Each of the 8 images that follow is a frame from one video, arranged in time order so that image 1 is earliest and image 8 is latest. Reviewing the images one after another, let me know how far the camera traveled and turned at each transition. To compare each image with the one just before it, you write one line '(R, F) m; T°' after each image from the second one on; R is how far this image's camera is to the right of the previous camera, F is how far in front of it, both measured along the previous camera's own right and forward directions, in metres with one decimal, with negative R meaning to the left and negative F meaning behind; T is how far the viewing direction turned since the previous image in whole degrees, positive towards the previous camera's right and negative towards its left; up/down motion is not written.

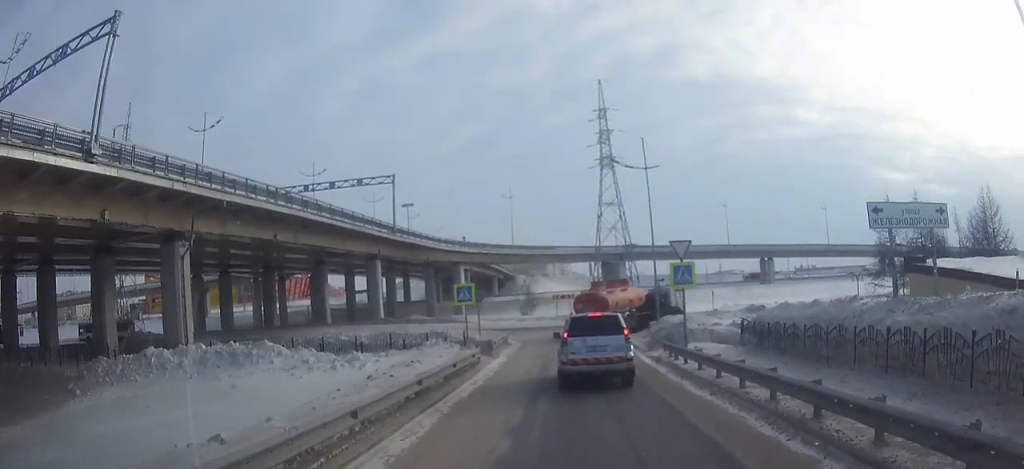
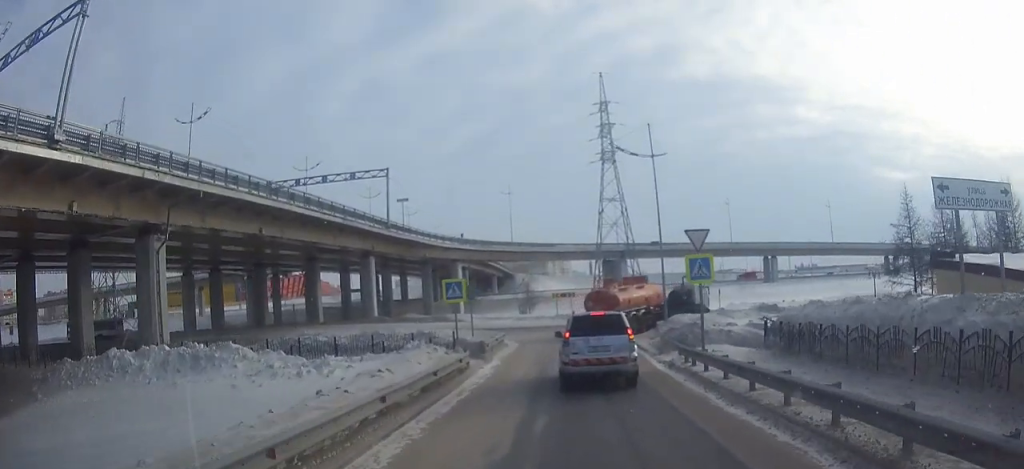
(0.0, +2.7) m; 0°
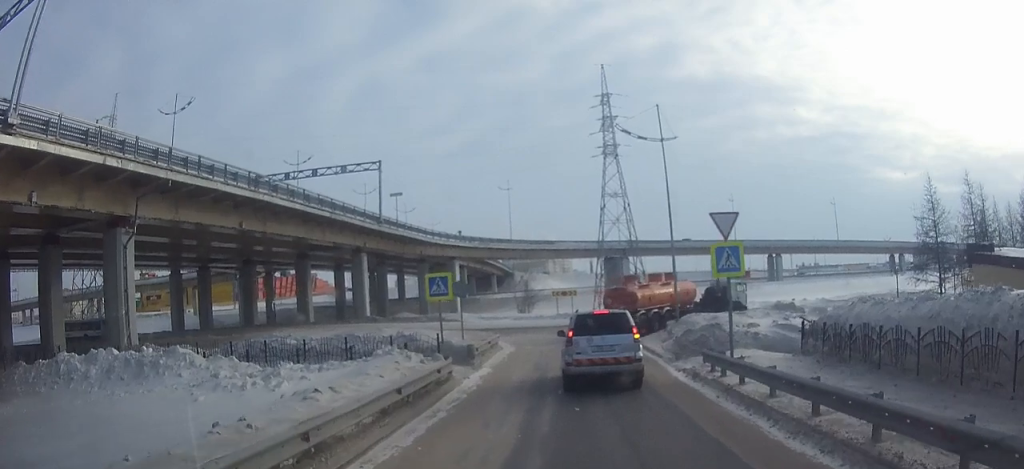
(0.0, +3.2) m; 0°
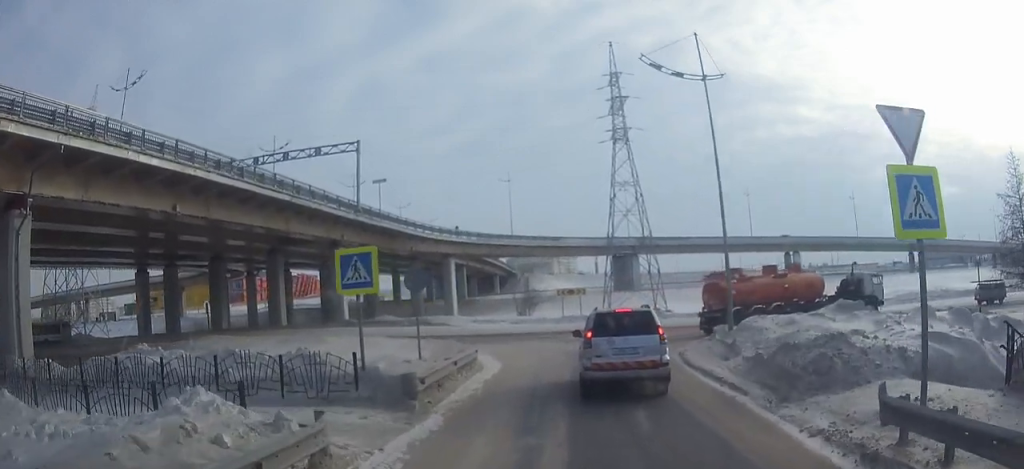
(0.0, +9.0) m; 0°
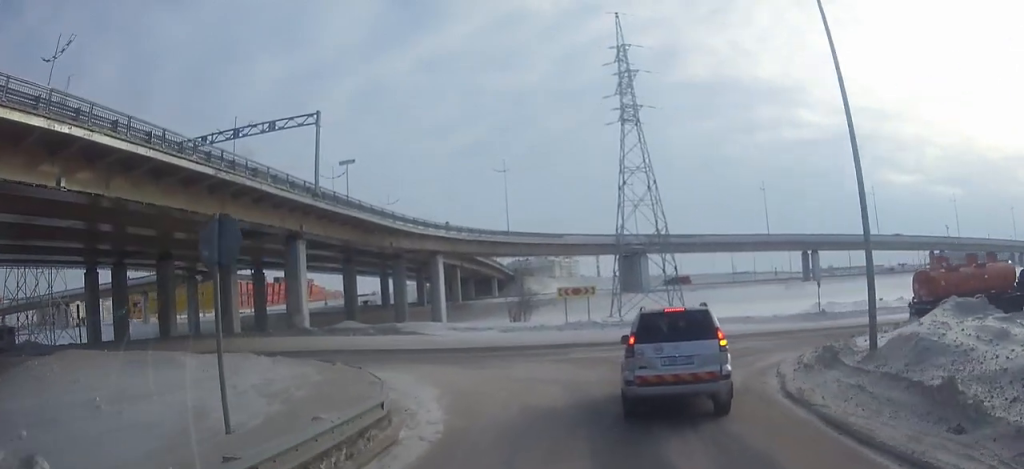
(-0.1, +10.2) m; 0°
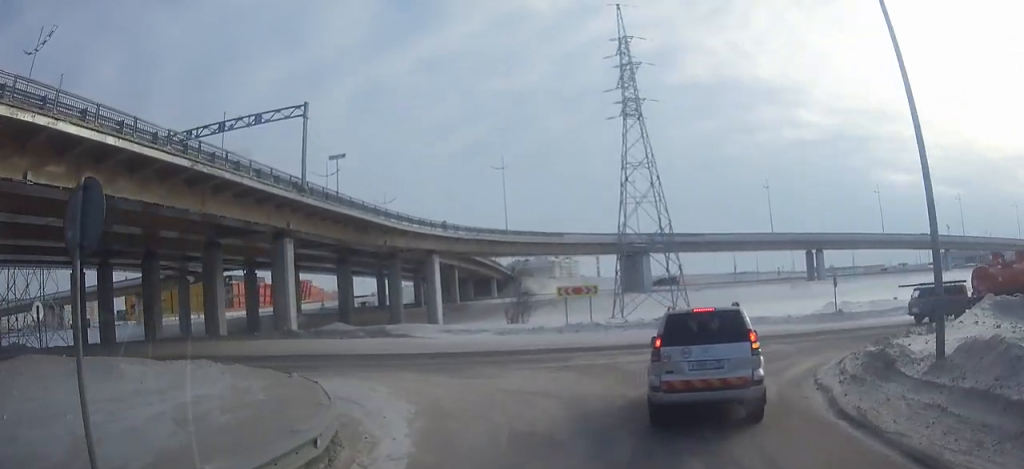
(0.0, +2.5) m; 0°
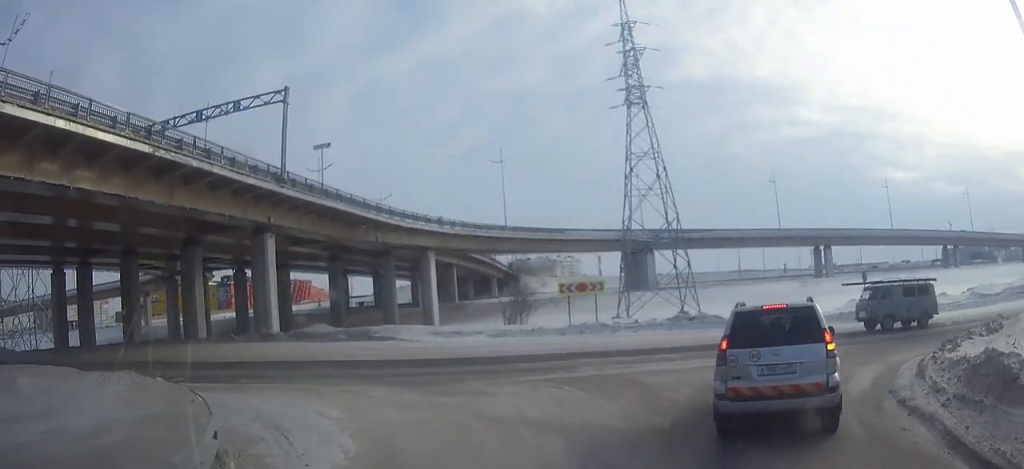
(0.0, +3.5) m; 0°
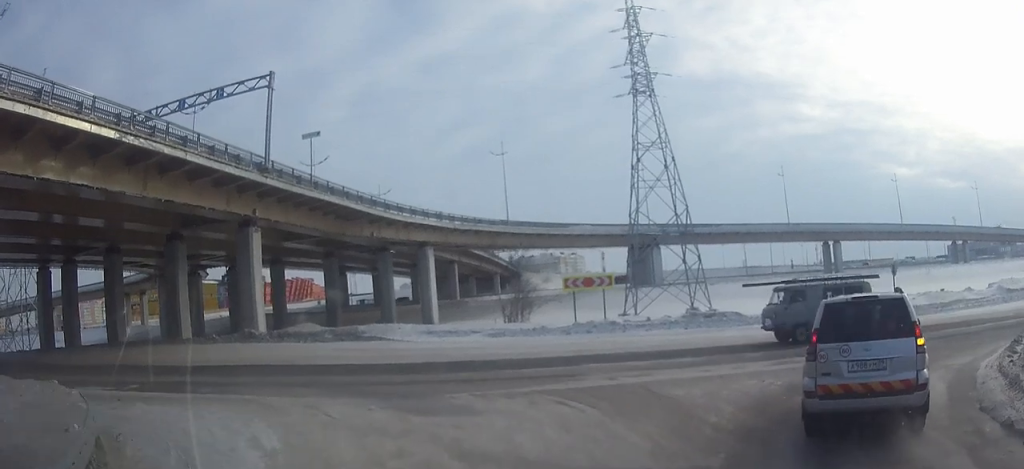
(0.0, +3.1) m; -1°
